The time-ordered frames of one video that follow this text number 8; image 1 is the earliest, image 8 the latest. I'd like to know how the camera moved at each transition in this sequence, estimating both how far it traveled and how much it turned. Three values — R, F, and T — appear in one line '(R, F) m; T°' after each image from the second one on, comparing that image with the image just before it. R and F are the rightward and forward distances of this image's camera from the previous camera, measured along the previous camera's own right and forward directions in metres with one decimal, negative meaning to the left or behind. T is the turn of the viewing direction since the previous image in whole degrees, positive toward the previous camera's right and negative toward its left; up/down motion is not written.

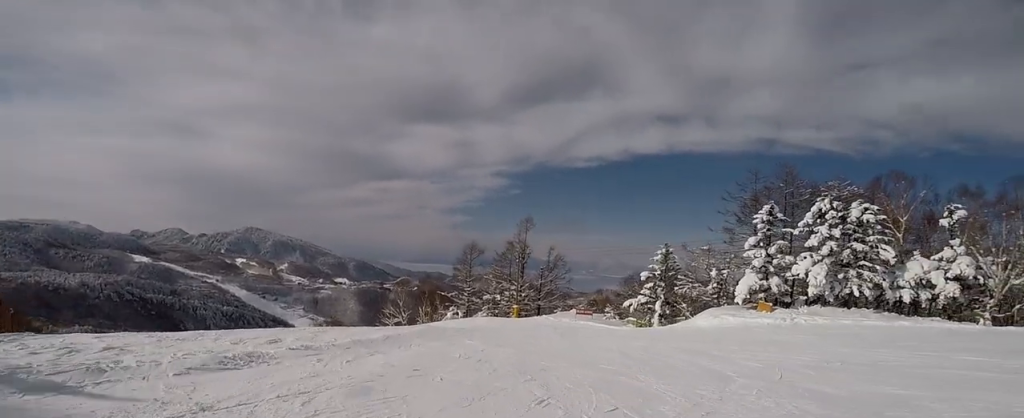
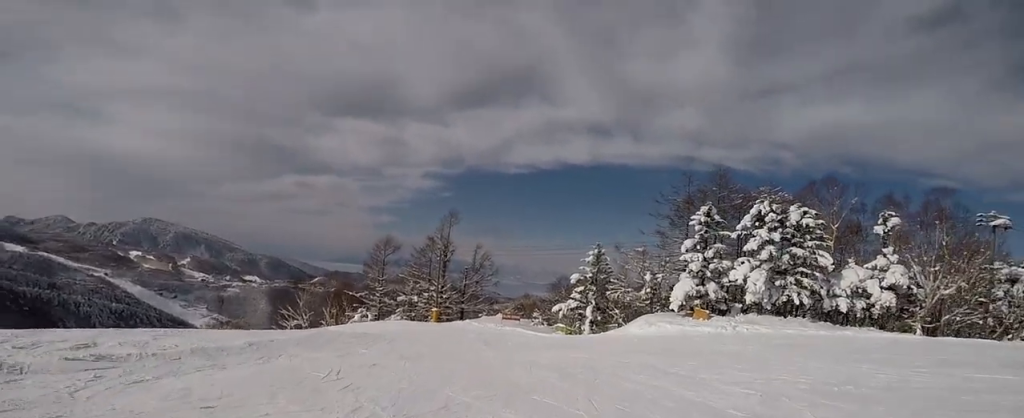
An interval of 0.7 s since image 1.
(0.0, +4.3) m; 0°
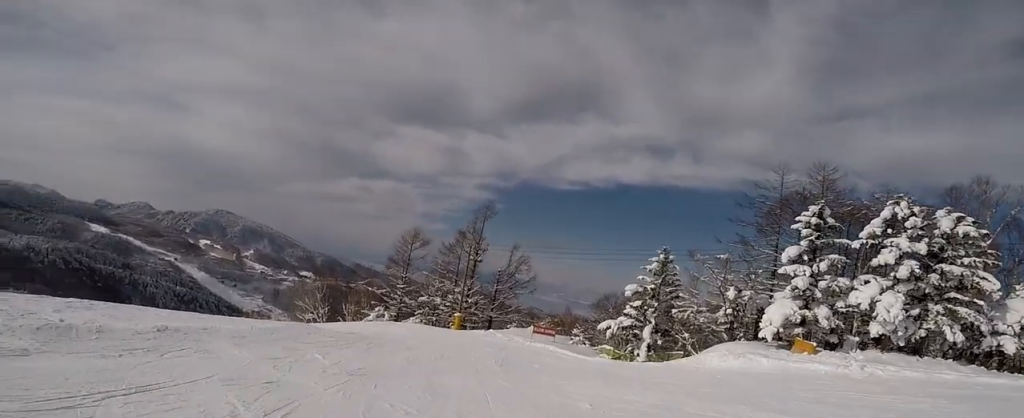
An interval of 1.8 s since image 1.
(0.0, +6.0) m; 0°
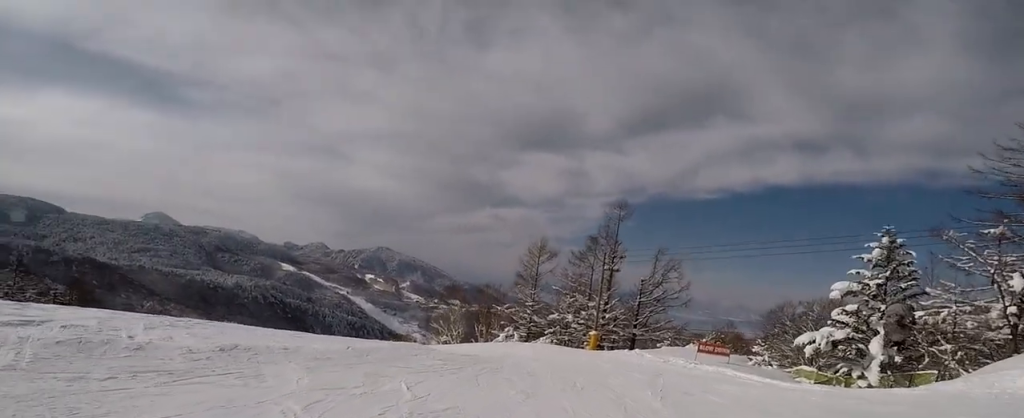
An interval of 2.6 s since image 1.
(0.0, +4.7) m; 0°
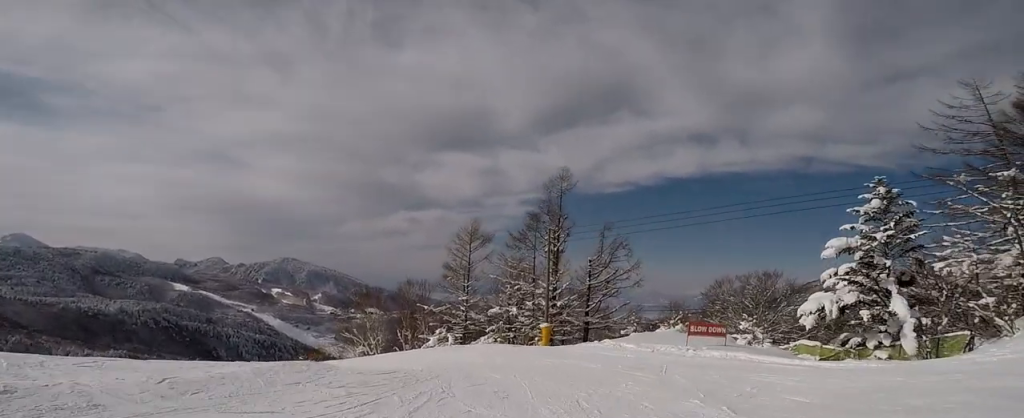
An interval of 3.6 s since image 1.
(0.0, +5.3) m; -3°
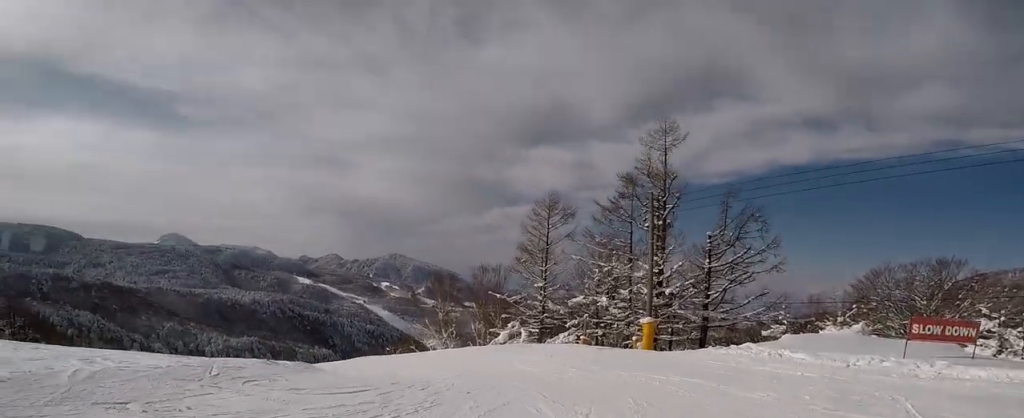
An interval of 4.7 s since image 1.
(-0.4, +4.8) m; -22°
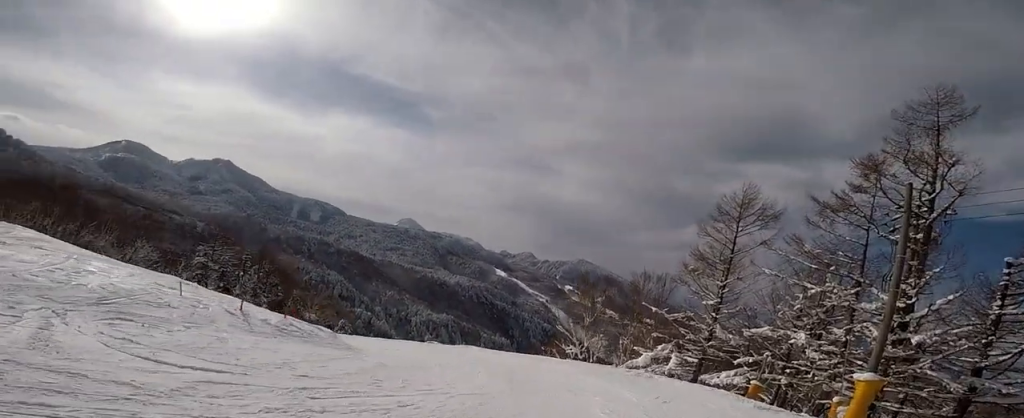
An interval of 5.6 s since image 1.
(-1.1, +3.6) m; -22°
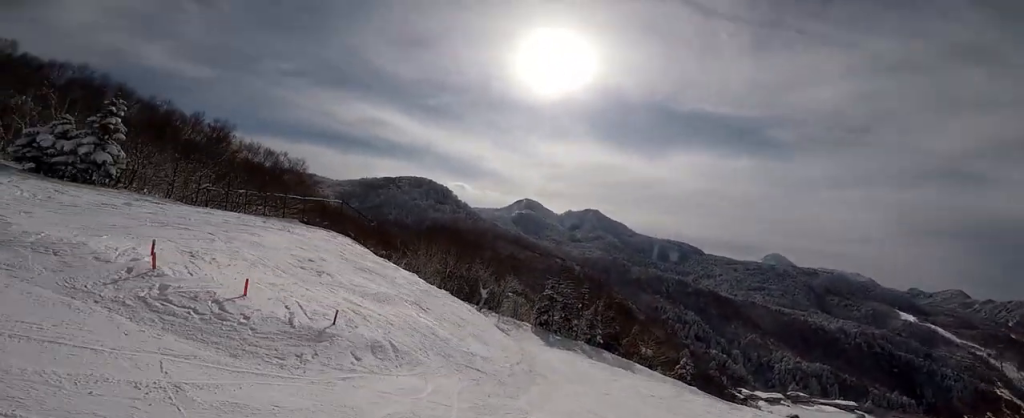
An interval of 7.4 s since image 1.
(-0.6, +7.8) m; -24°
